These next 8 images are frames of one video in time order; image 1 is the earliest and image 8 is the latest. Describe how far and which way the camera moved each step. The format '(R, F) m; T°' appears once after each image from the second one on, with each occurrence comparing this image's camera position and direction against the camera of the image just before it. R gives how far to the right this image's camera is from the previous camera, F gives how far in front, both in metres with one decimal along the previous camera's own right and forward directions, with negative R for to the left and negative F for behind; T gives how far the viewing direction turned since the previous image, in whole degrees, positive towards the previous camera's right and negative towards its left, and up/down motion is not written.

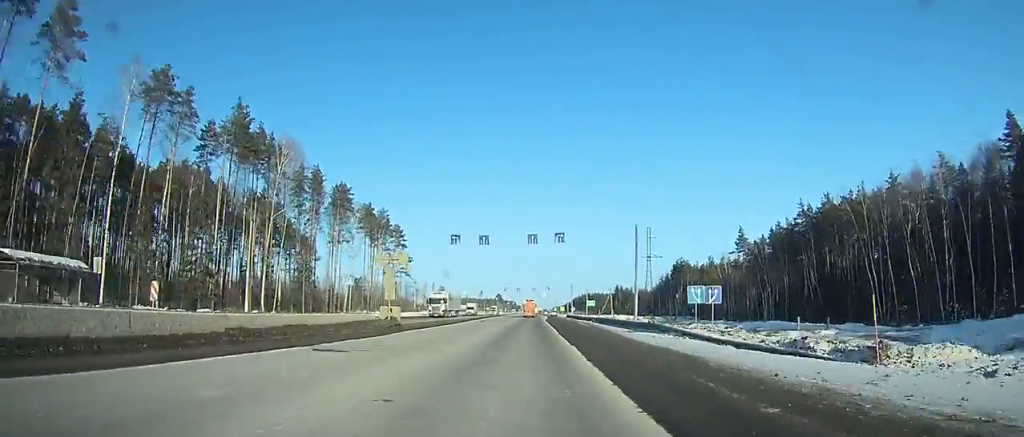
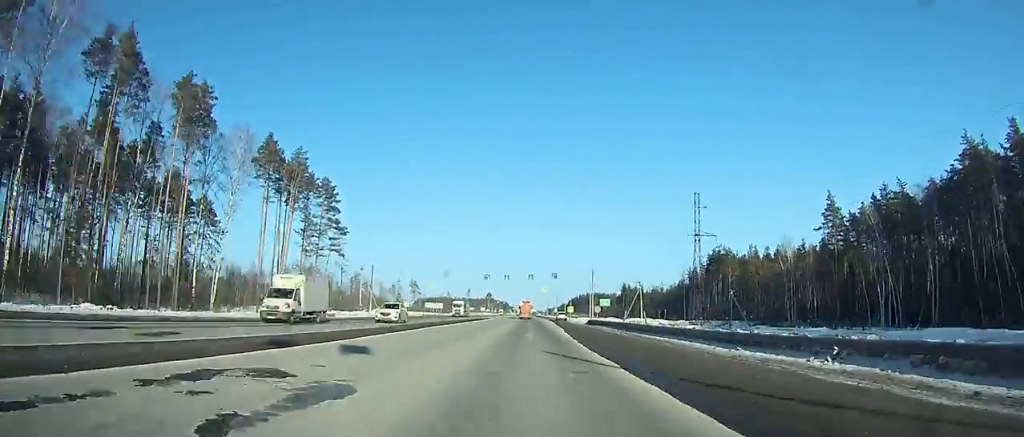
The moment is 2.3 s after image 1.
(+0.2, +56.4) m; 0°
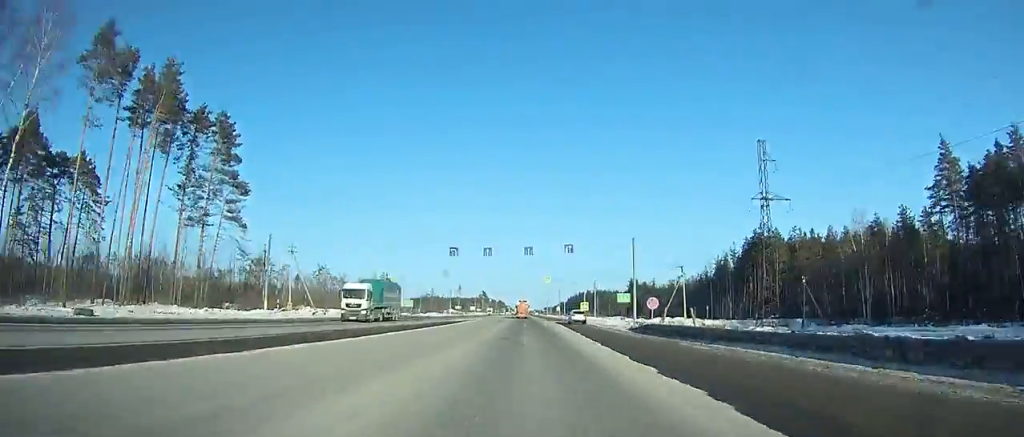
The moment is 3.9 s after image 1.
(+0.2, +39.0) m; 0°
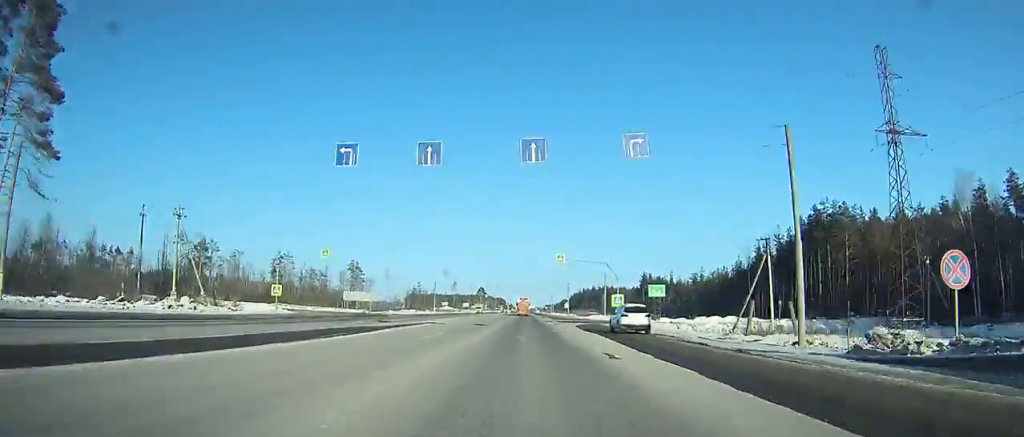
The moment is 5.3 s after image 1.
(0.0, +33.6) m; 0°
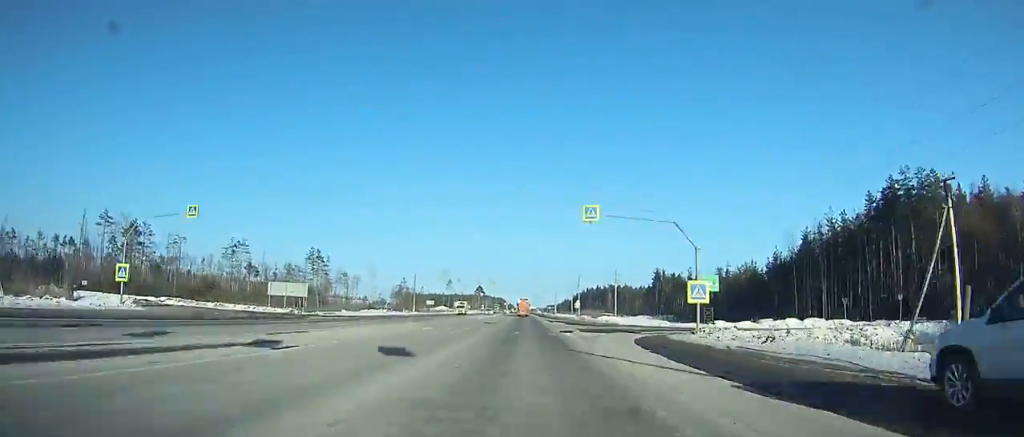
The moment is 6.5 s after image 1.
(0.0, +28.8) m; 0°
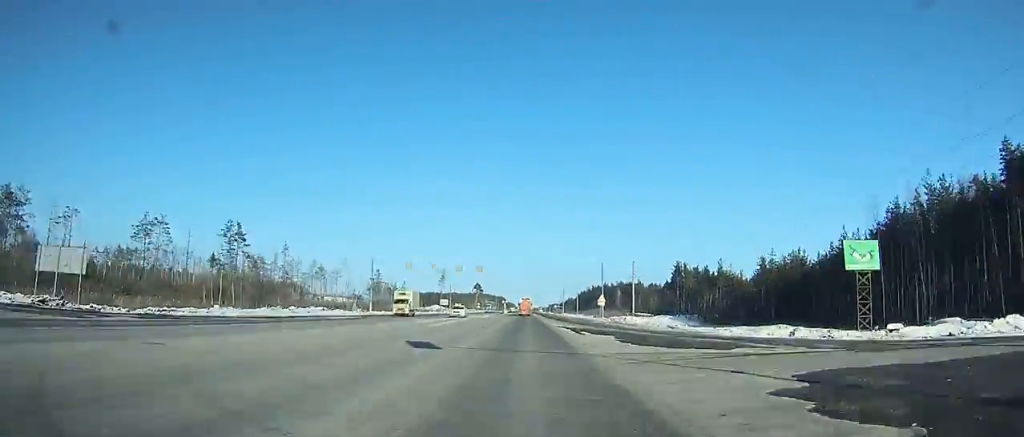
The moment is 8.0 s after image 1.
(0.0, +35.9) m; 0°
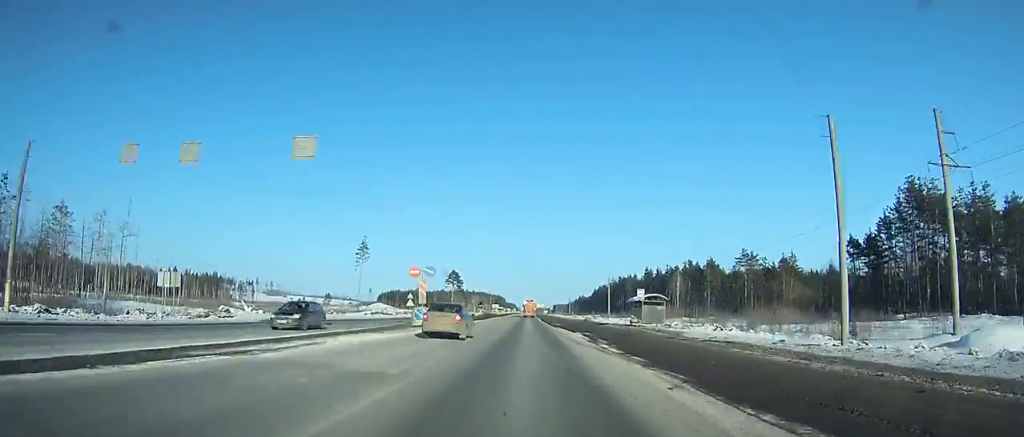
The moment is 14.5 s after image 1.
(+0.2, +155.2) m; 0°
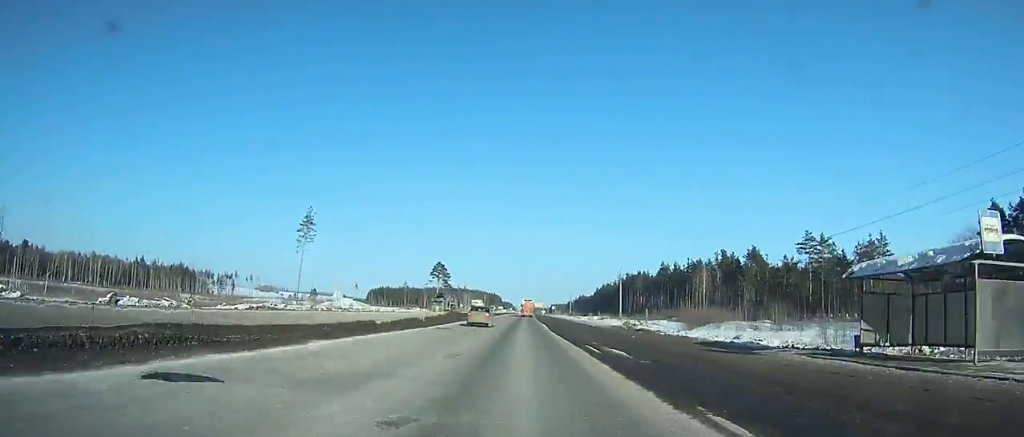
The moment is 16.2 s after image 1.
(+0.1, +40.9) m; 0°
